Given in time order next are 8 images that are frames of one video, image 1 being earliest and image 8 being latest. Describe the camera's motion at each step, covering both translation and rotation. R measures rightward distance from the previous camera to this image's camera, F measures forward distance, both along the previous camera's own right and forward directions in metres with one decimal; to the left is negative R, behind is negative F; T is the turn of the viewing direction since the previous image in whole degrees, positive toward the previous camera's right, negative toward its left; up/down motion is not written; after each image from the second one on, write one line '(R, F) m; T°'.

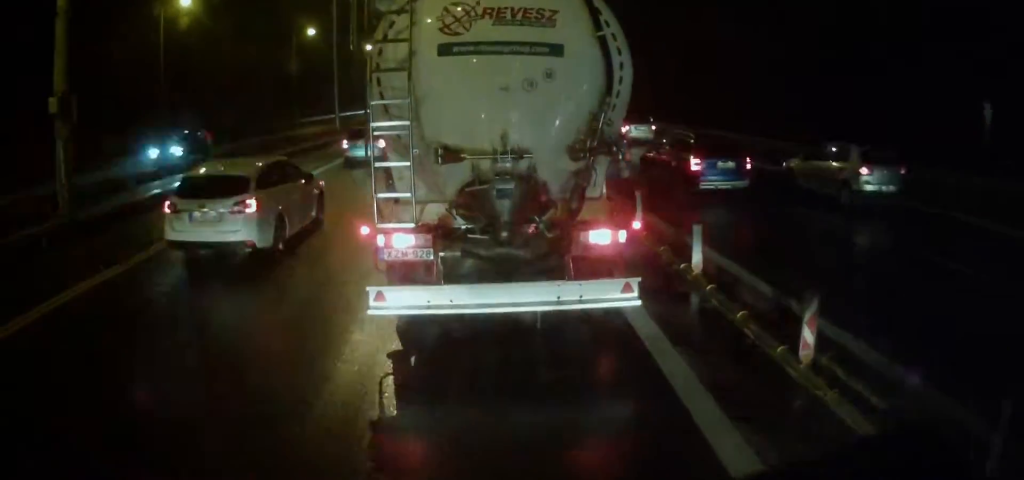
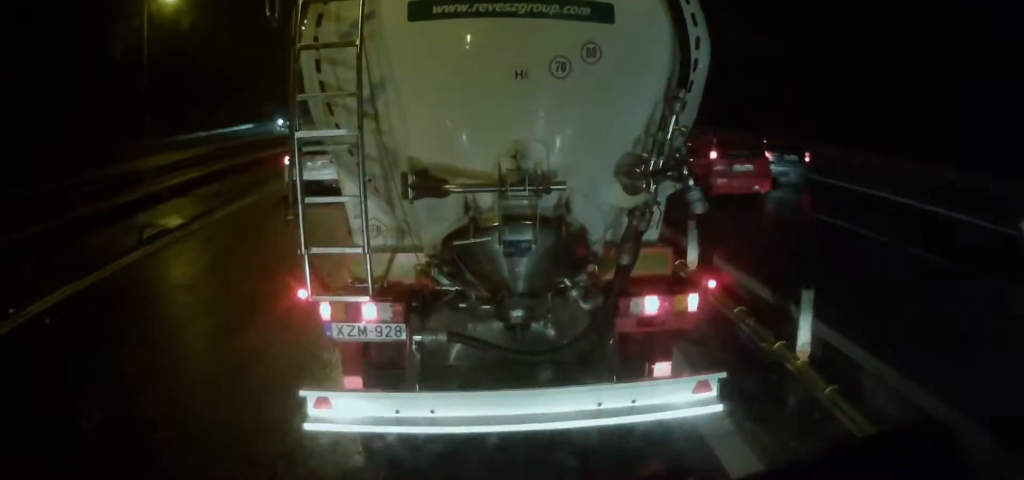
(-0.1, +5.5) m; -1°
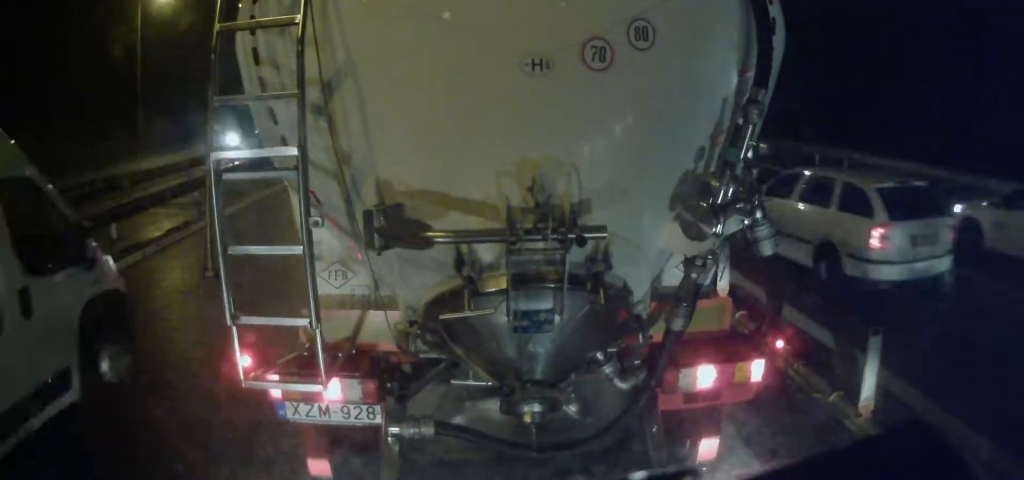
(-0.2, +3.9) m; +1°
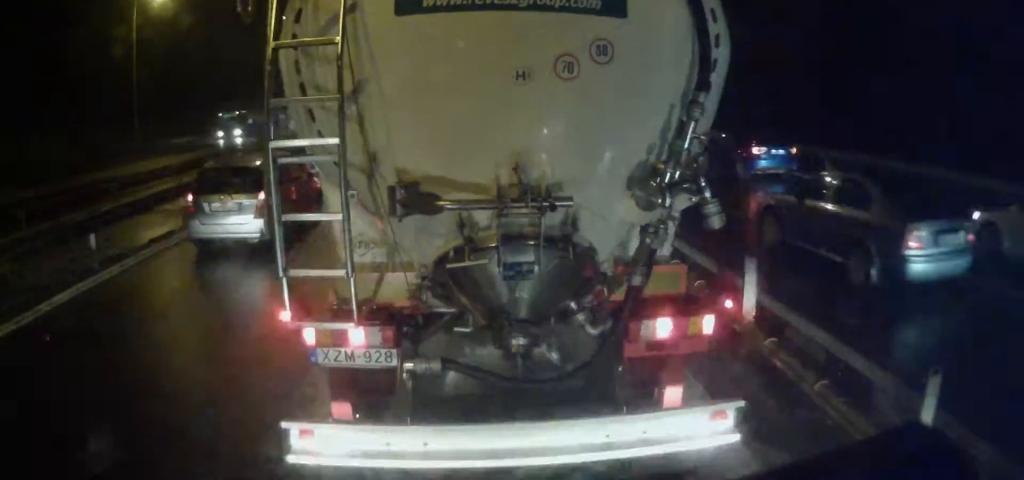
(+0.6, +7.0) m; +4°
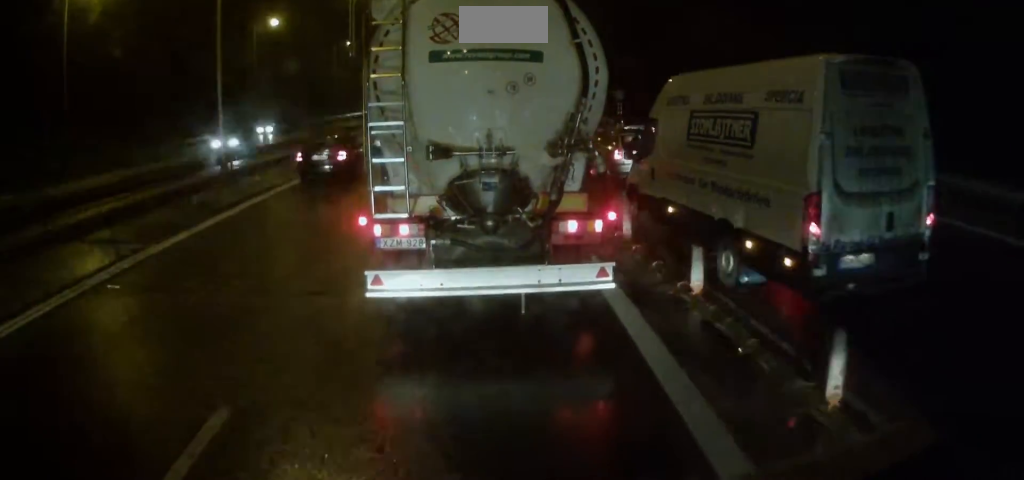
(-0.2, +10.1) m; -2°
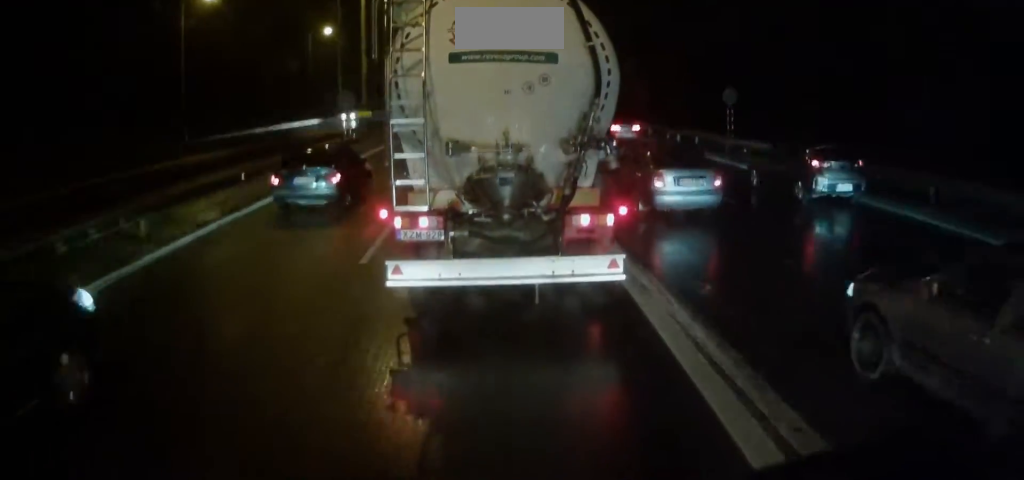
(-0.1, +17.5) m; +1°
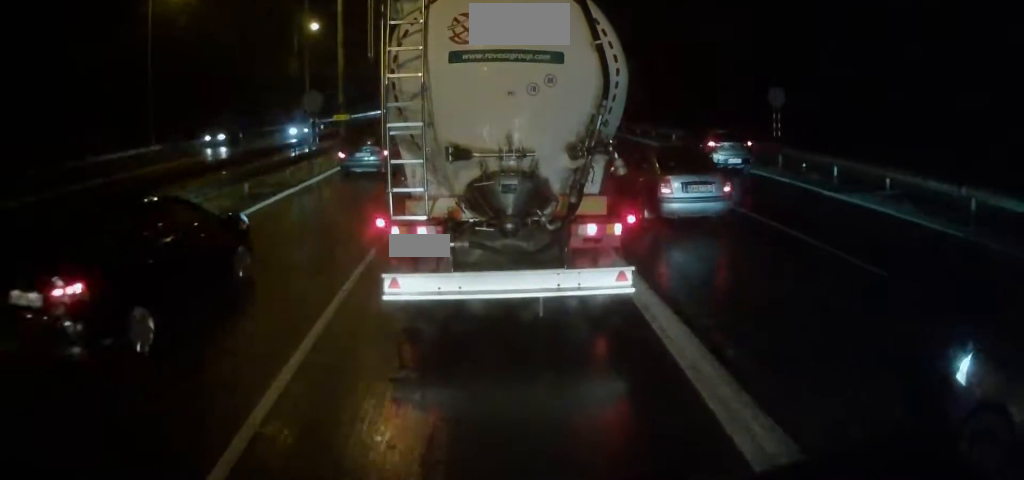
(+0.1, +5.5) m; +1°
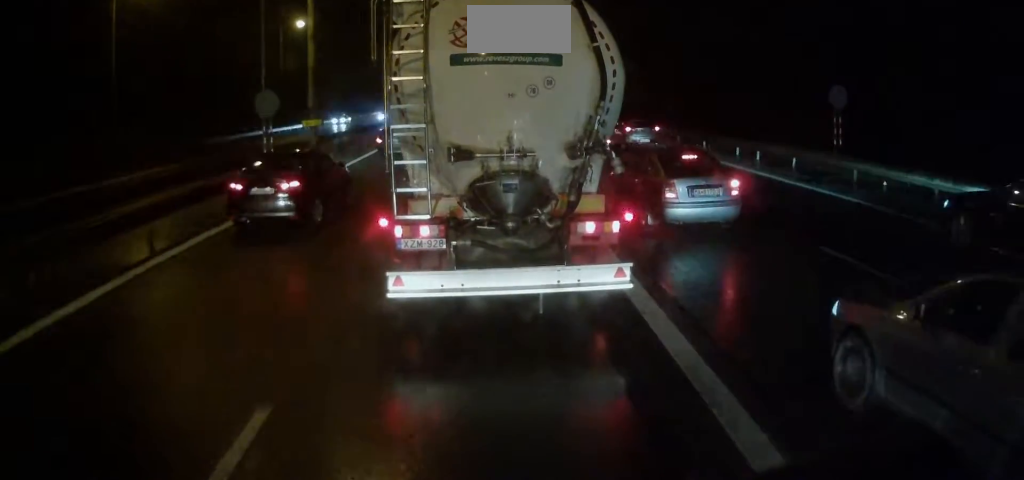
(+0.1, +5.5) m; +1°
